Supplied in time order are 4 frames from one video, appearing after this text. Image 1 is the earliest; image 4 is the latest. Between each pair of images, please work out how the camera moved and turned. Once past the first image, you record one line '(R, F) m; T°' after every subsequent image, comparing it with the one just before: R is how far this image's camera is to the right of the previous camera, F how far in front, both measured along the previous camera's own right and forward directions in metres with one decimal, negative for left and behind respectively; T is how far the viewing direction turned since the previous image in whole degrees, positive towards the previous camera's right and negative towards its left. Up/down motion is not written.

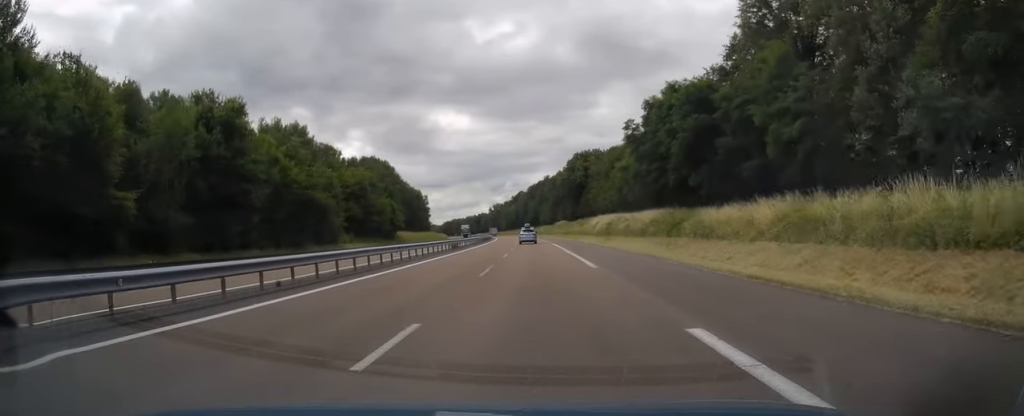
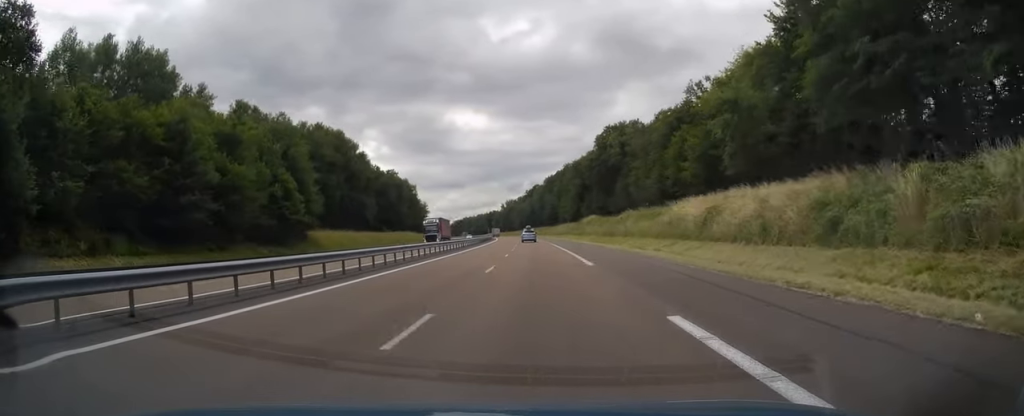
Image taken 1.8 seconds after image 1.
(-0.7, +51.6) m; -2°
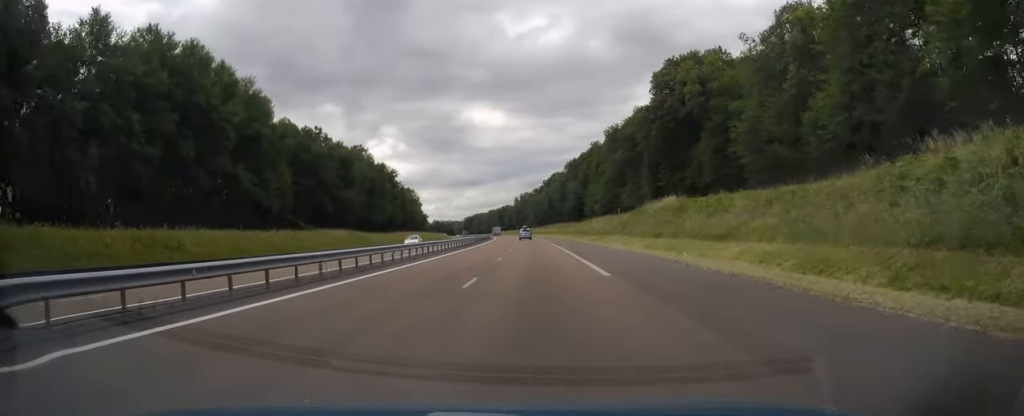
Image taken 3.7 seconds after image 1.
(-0.9, +58.4) m; -2°
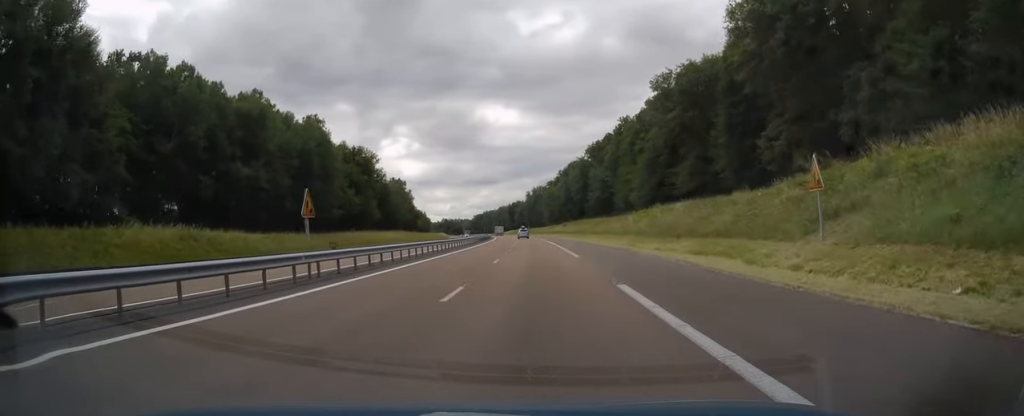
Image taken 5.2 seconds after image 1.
(-0.5, +42.2) m; -1°
